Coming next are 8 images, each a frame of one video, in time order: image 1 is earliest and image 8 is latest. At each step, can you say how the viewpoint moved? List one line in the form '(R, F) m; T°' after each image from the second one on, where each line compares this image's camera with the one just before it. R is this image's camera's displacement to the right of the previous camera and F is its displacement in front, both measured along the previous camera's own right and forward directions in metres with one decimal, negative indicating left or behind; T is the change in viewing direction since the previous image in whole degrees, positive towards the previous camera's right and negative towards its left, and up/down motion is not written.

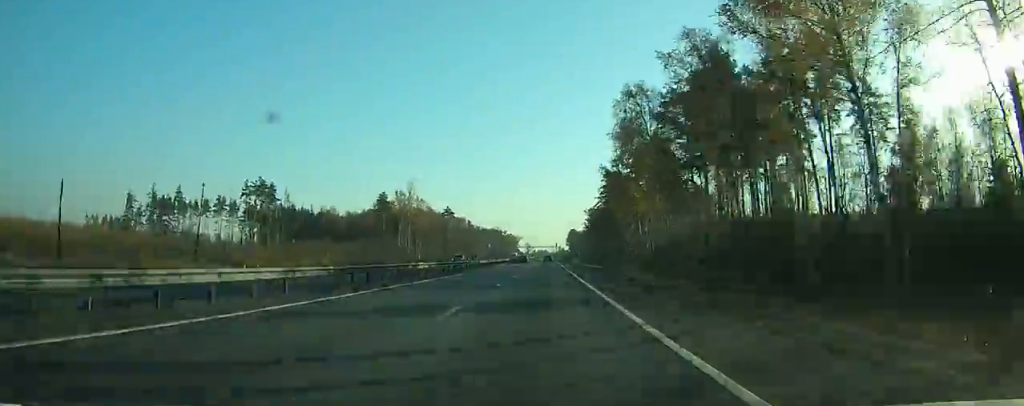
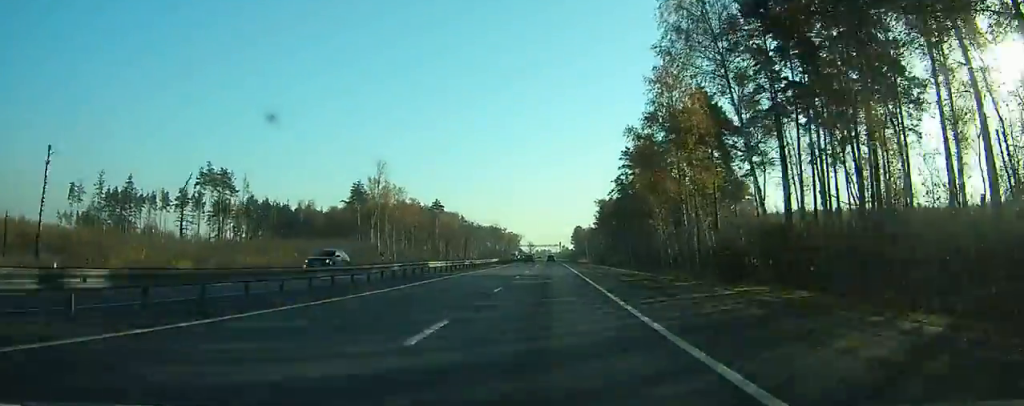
(0.0, +28.8) m; 0°
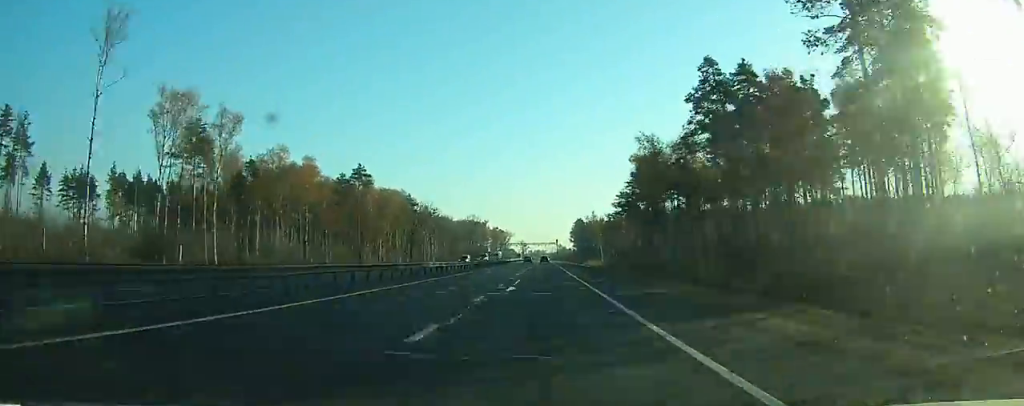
(+0.3, +77.0) m; 0°
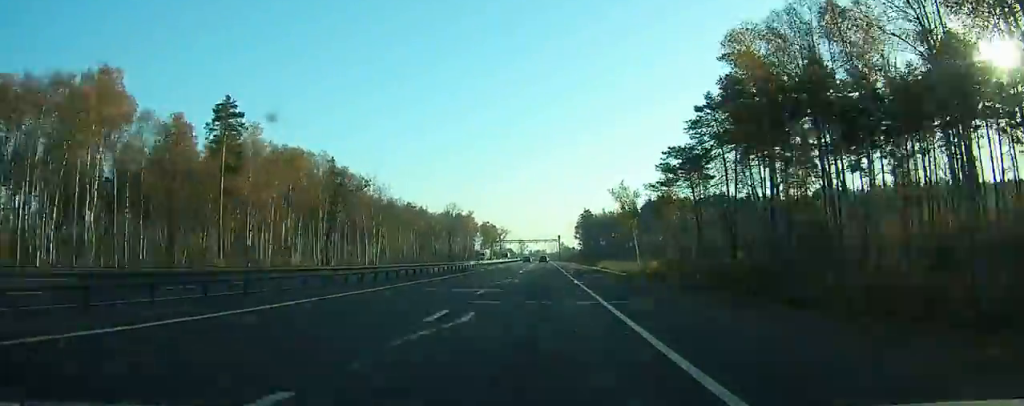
(0.0, +53.9) m; 0°
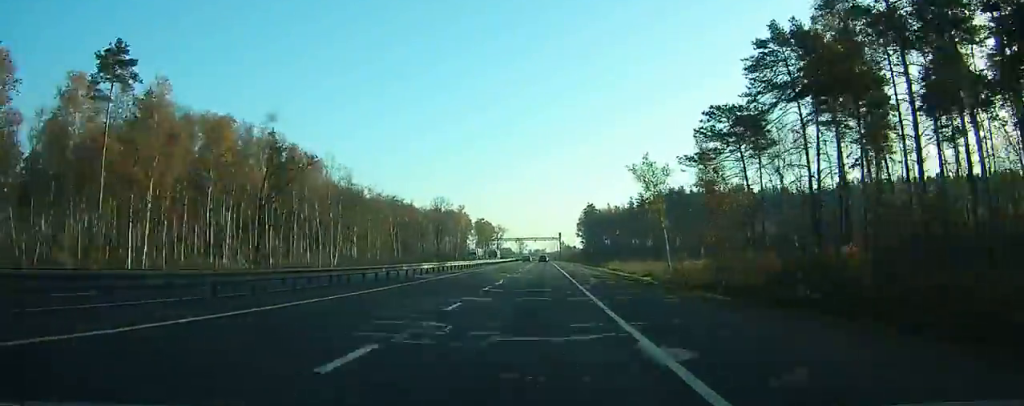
(0.0, +21.2) m; 0°
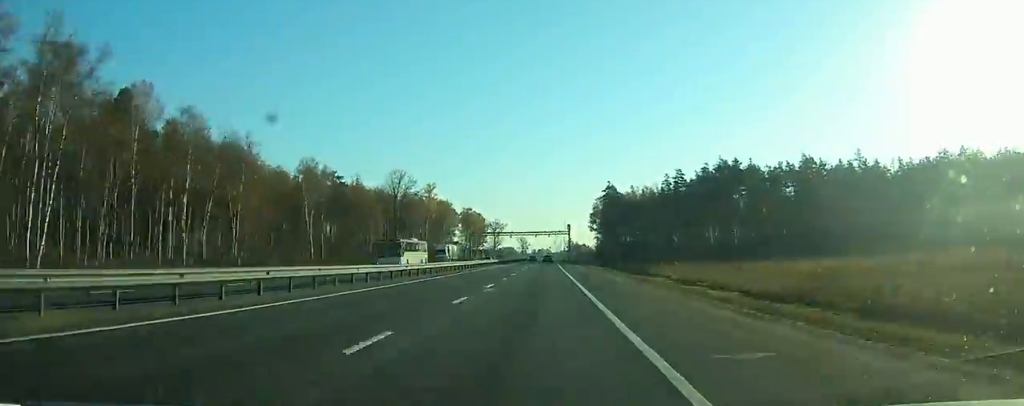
(-0.1, +55.6) m; 0°
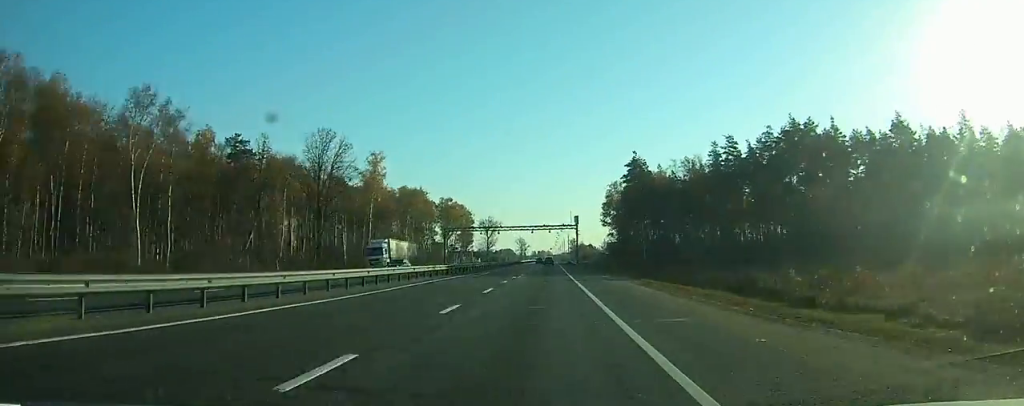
(-0.2, +42.8) m; 0°
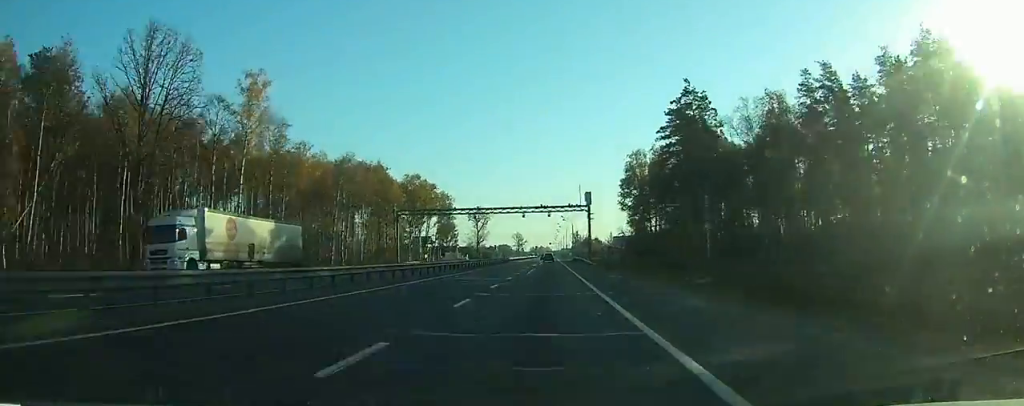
(-0.1, +39.1) m; 0°
